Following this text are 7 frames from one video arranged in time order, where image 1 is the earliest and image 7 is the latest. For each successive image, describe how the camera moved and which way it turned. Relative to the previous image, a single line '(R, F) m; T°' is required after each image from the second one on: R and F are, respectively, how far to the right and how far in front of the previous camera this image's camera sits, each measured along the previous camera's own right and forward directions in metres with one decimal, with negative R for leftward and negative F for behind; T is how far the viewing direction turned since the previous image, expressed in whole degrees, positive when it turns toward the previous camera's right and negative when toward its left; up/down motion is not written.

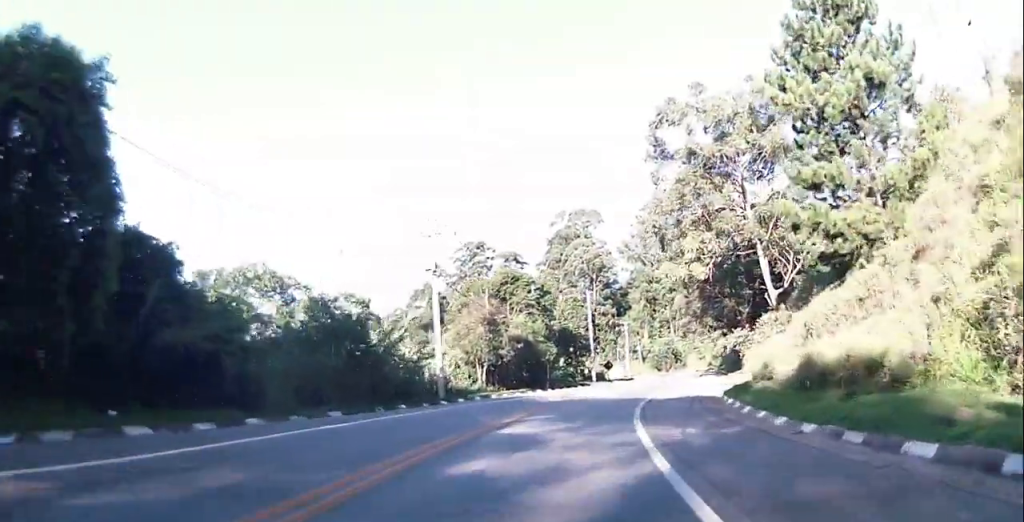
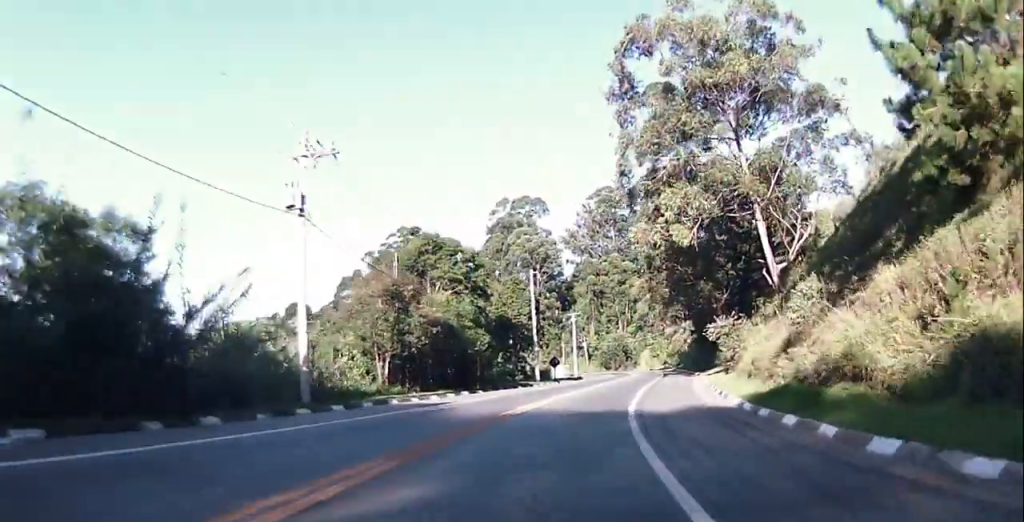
(+0.8, +13.2) m; +5°
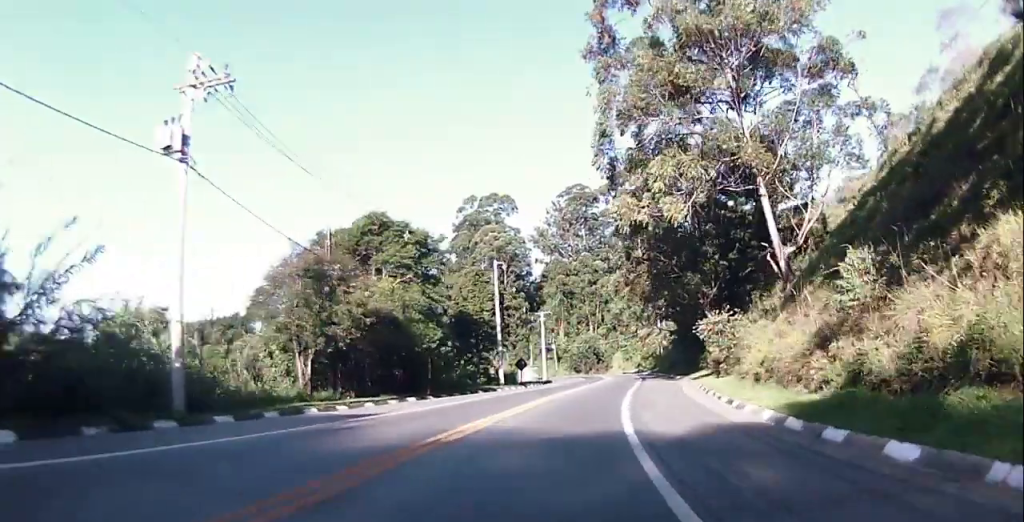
(+0.1, +6.9) m; +2°
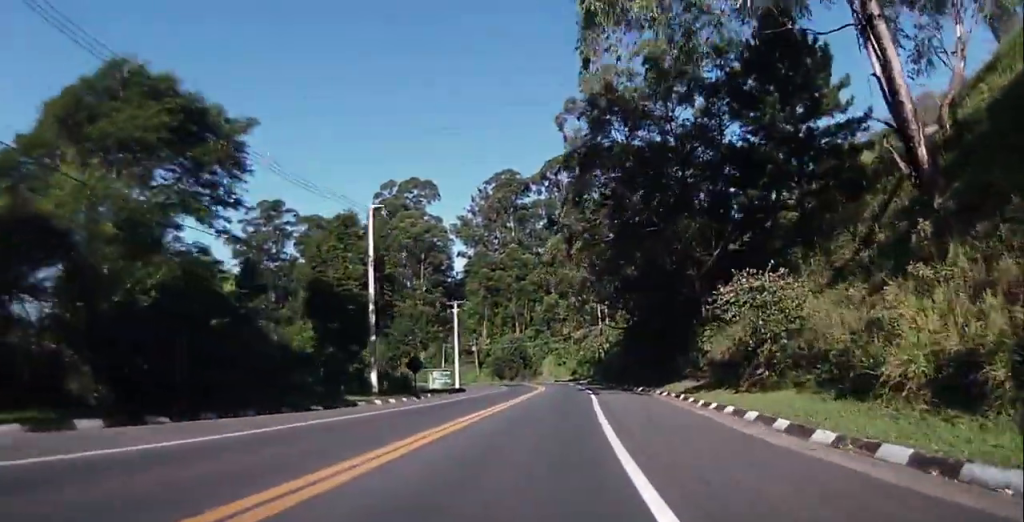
(+1.3, +20.5) m; +7°
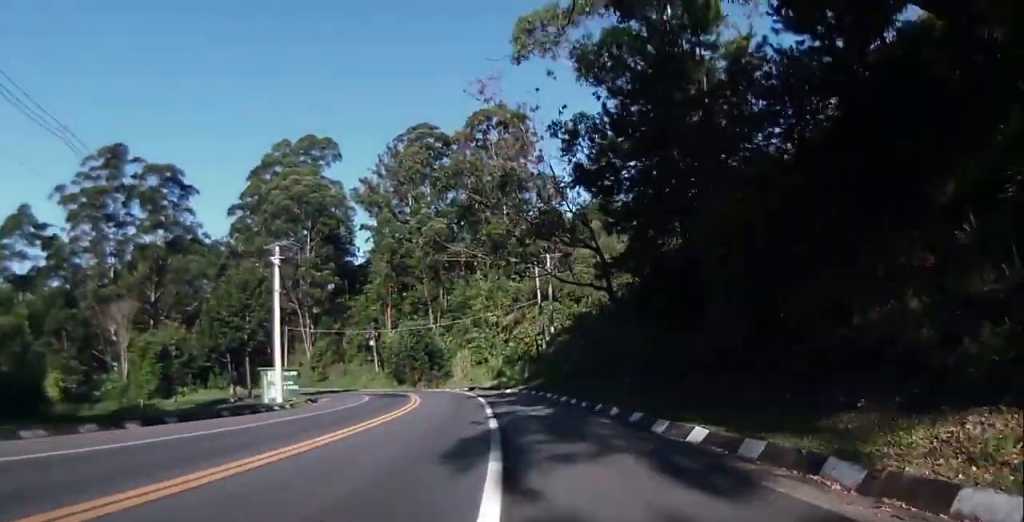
(+2.2, +35.7) m; +4°
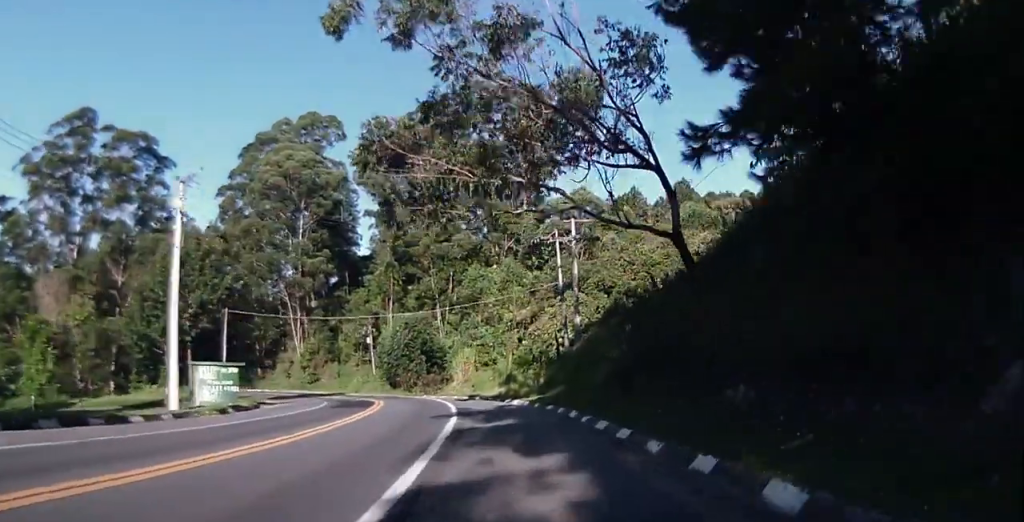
(-0.1, +14.7) m; -2°
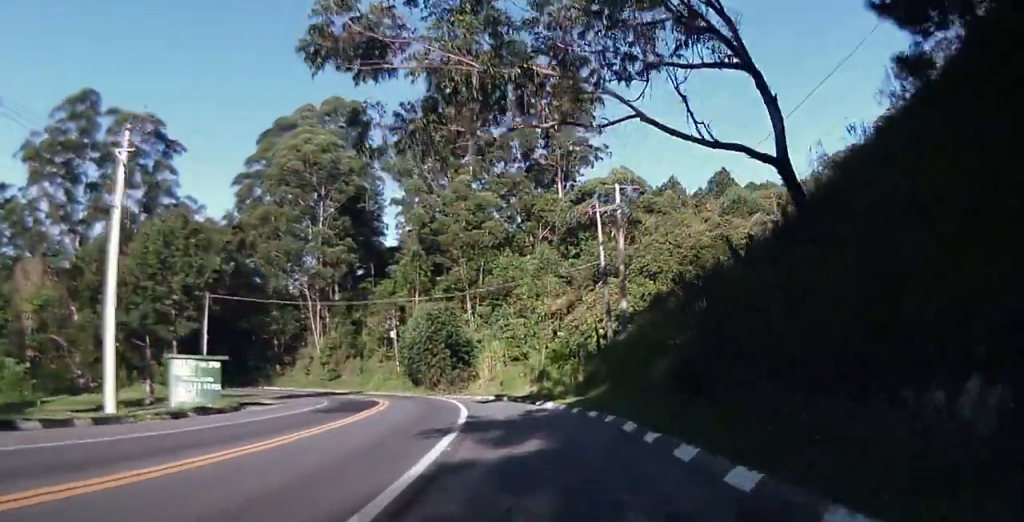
(-0.1, +7.2) m; -1°
